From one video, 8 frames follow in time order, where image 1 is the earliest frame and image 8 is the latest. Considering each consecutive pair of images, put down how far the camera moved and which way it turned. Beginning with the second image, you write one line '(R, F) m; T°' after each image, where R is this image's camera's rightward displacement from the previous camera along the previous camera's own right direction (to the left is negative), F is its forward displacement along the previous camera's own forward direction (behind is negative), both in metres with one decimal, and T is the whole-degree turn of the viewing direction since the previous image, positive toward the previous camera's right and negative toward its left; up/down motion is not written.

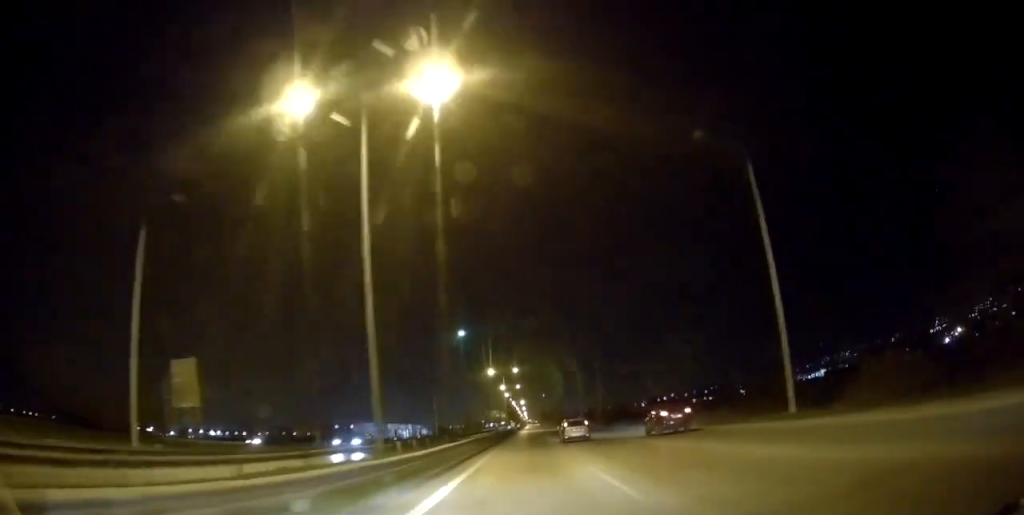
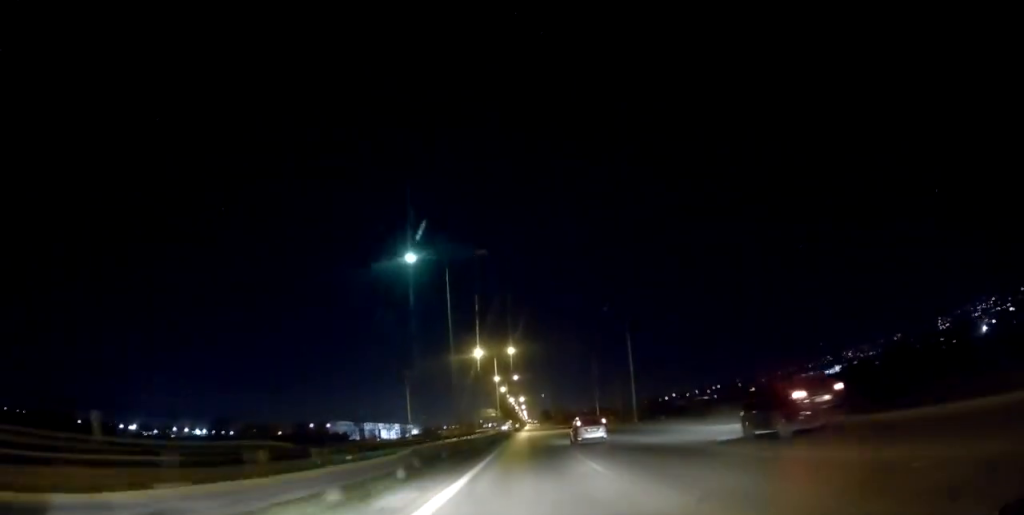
(0.0, +31.1) m; 0°
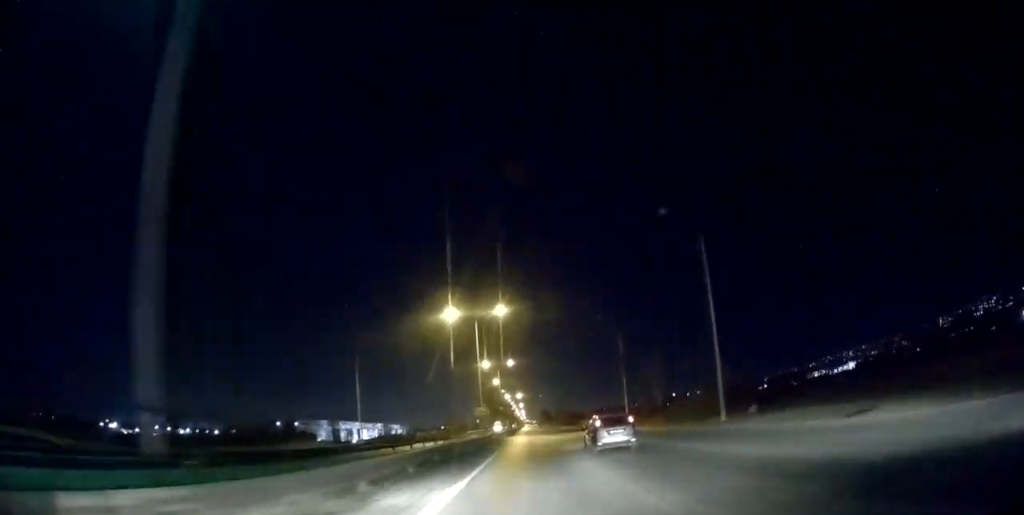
(+0.1, +30.8) m; 0°
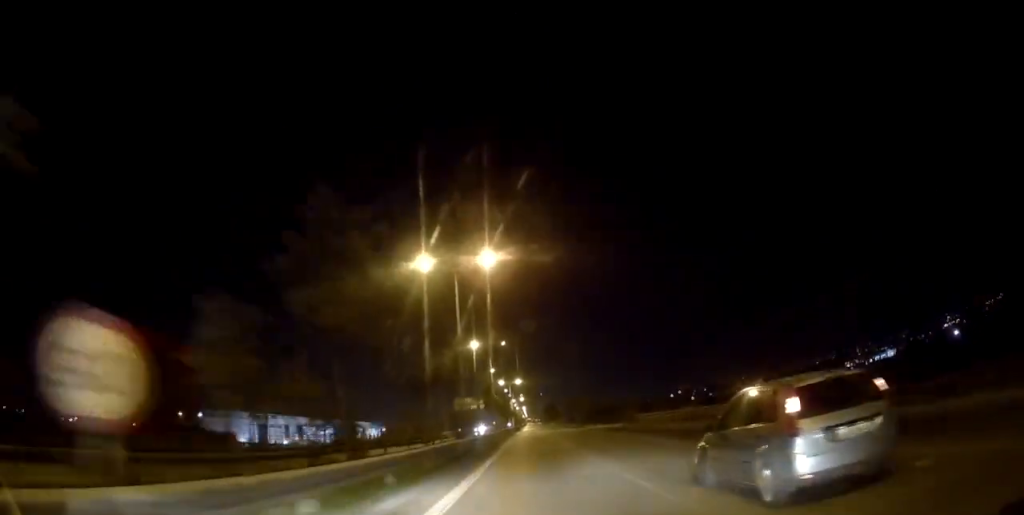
(+0.3, +63.1) m; 0°
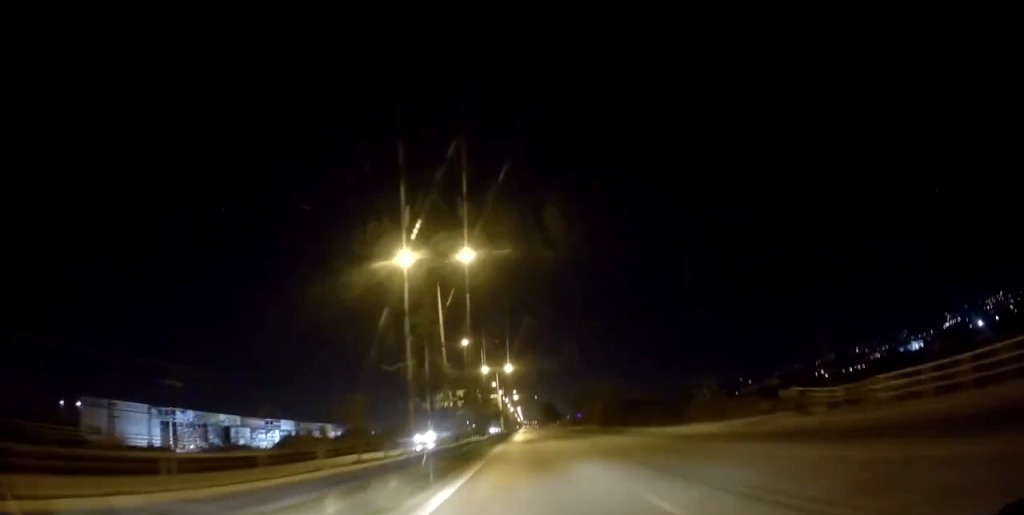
(-0.2, +41.9) m; 0°
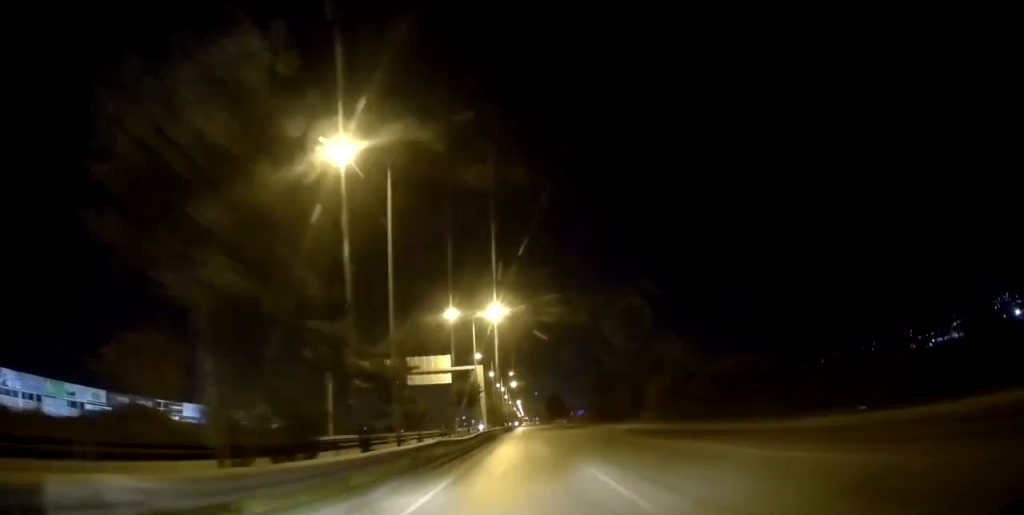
(+0.2, +50.2) m; 0°
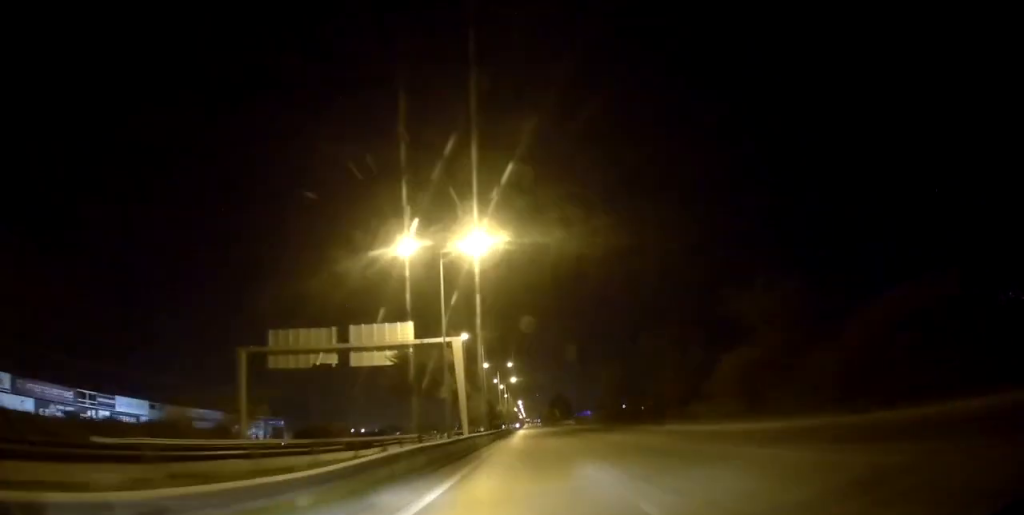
(-0.1, +22.8) m; 0°
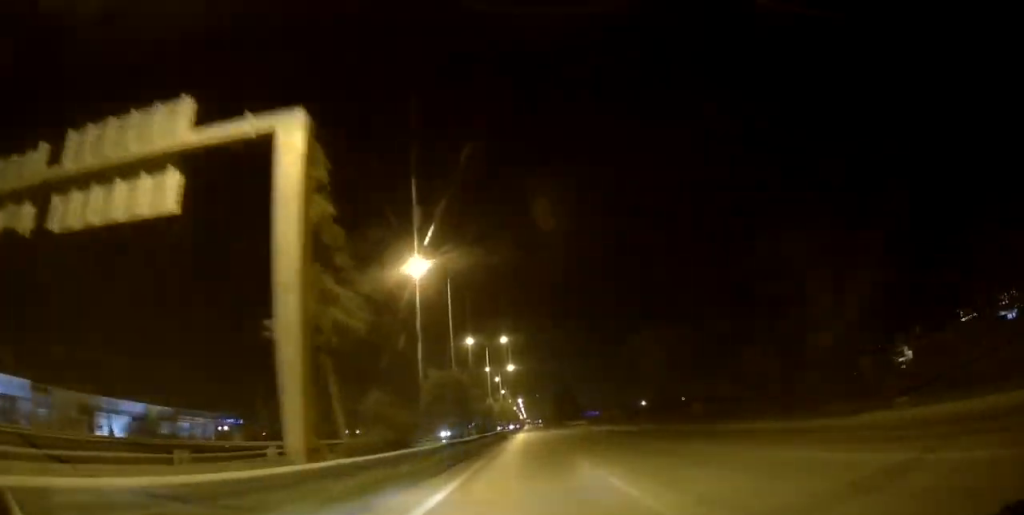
(+0.4, +32.0) m; 0°
